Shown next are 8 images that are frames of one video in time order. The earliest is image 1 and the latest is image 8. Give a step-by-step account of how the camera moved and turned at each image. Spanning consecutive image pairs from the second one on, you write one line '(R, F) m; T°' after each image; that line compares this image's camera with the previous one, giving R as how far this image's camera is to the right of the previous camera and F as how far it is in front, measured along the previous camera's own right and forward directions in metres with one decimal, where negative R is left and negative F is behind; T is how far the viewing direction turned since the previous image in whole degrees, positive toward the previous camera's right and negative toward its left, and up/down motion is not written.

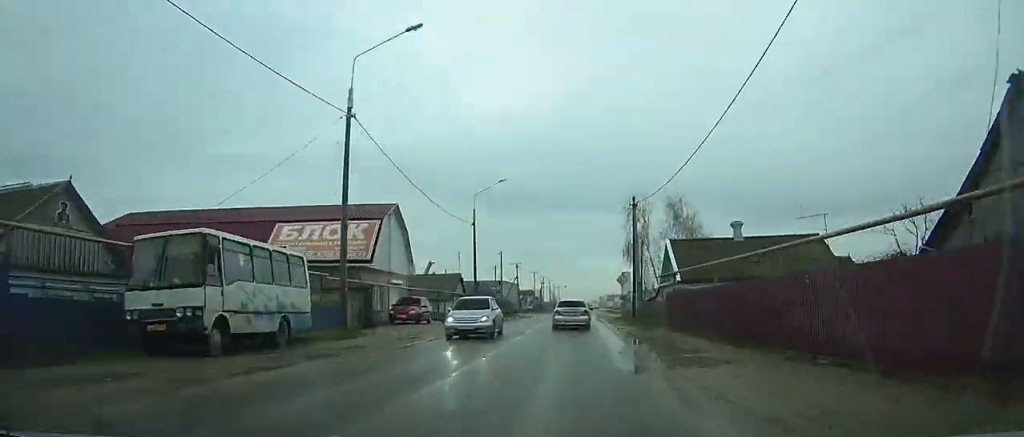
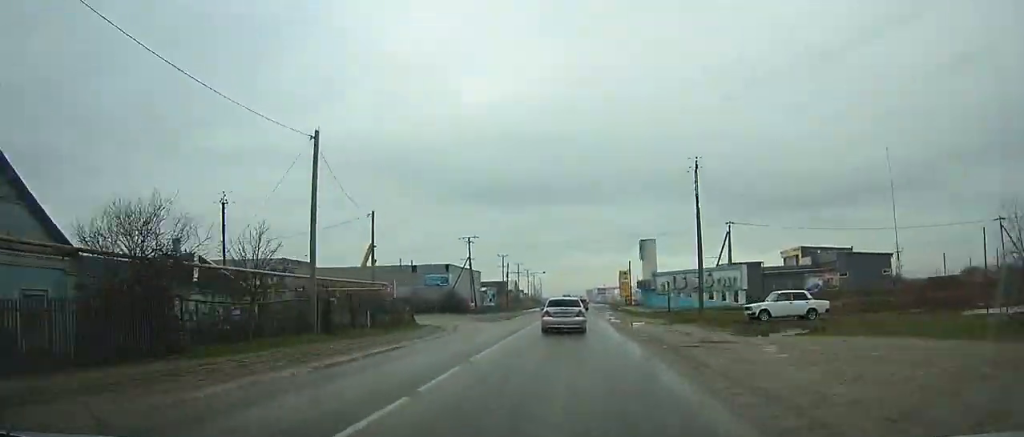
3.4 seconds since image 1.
(0.0, +46.2) m; 0°
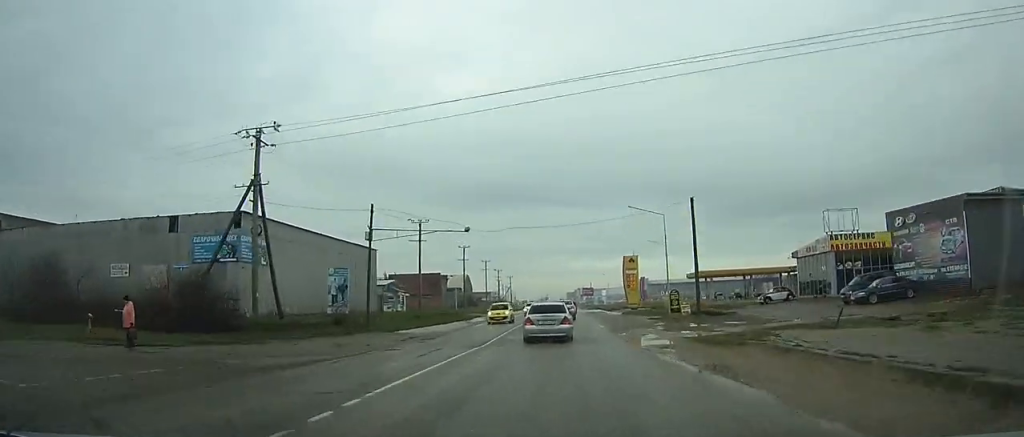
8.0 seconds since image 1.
(+0.5, +63.4) m; +2°
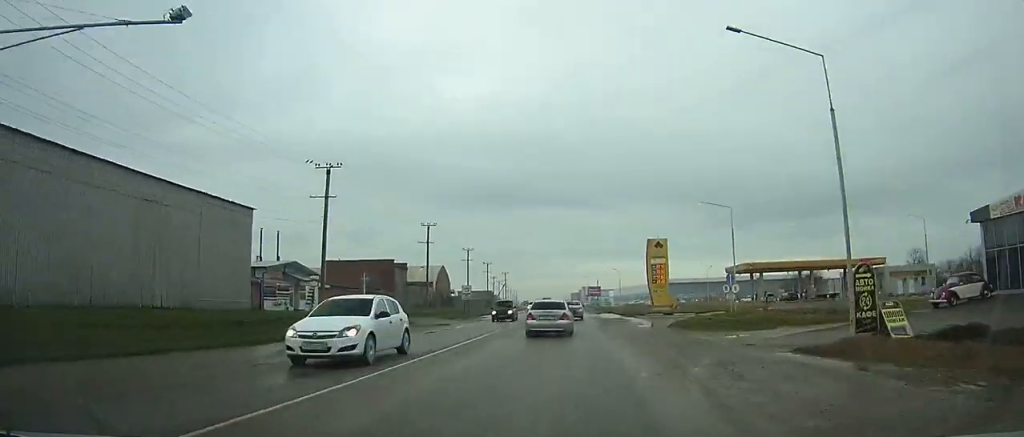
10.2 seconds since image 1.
(+0.4, +30.6) m; +1°
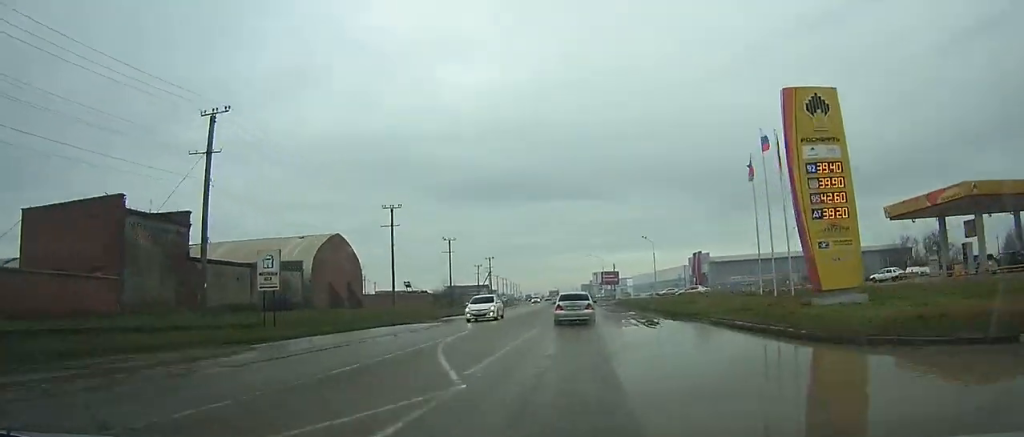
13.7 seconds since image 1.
(-0.1, +50.2) m; -1°
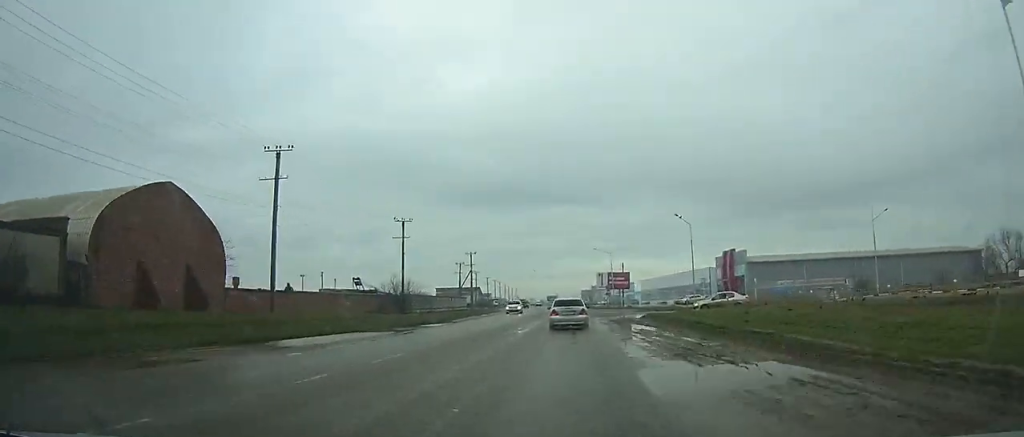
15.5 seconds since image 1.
(-0.2, +26.6) m; -1°
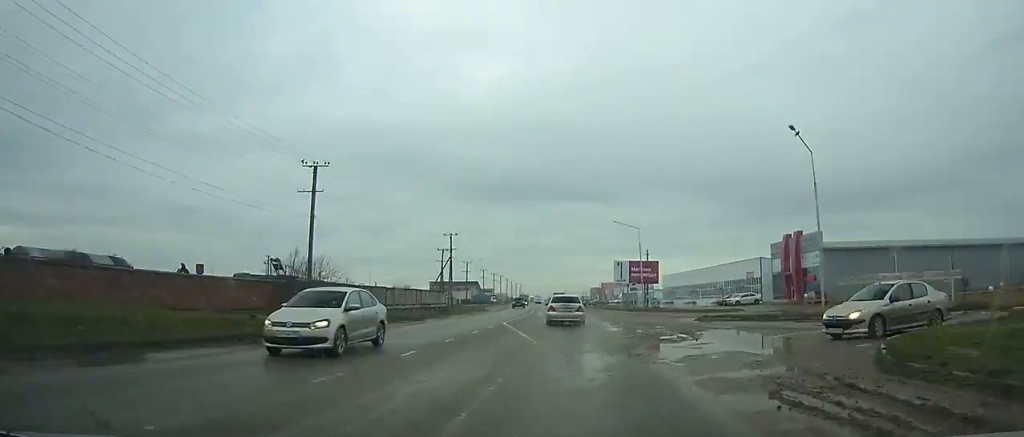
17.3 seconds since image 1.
(-0.2, +27.4) m; -1°
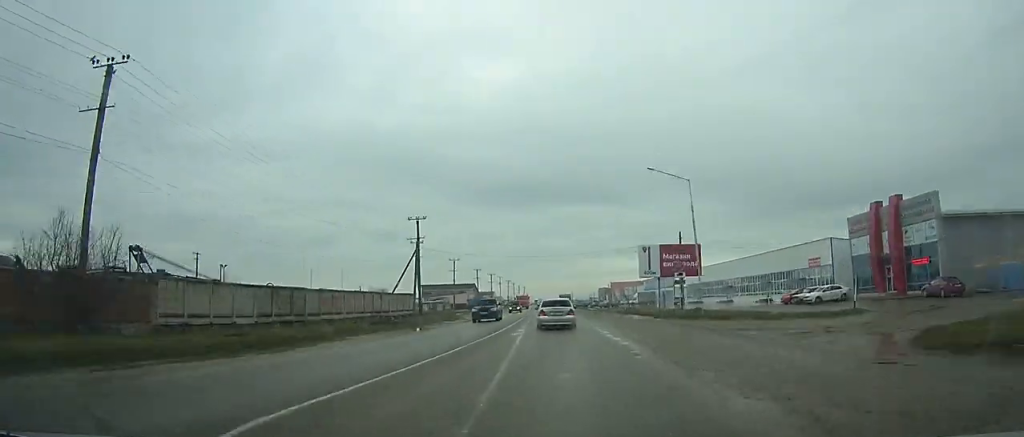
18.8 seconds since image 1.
(+0.2, +23.1) m; -1°
